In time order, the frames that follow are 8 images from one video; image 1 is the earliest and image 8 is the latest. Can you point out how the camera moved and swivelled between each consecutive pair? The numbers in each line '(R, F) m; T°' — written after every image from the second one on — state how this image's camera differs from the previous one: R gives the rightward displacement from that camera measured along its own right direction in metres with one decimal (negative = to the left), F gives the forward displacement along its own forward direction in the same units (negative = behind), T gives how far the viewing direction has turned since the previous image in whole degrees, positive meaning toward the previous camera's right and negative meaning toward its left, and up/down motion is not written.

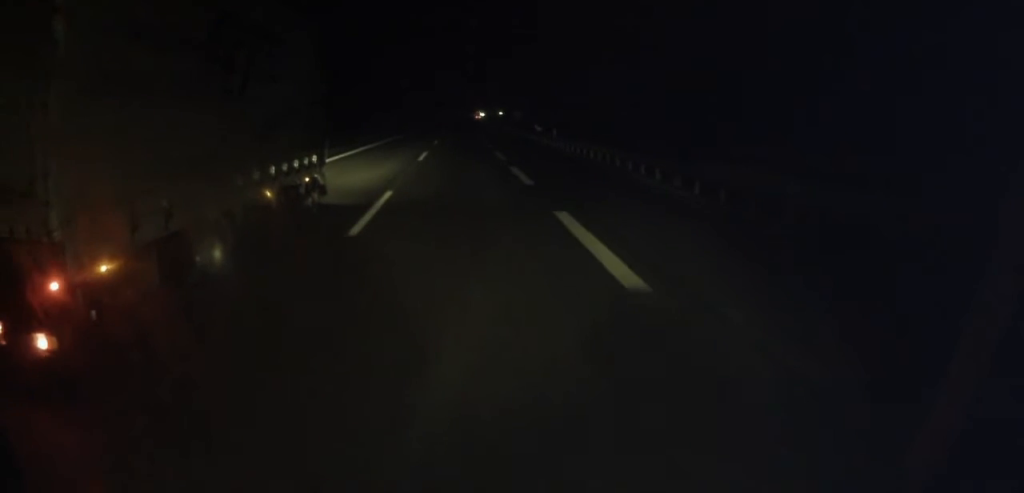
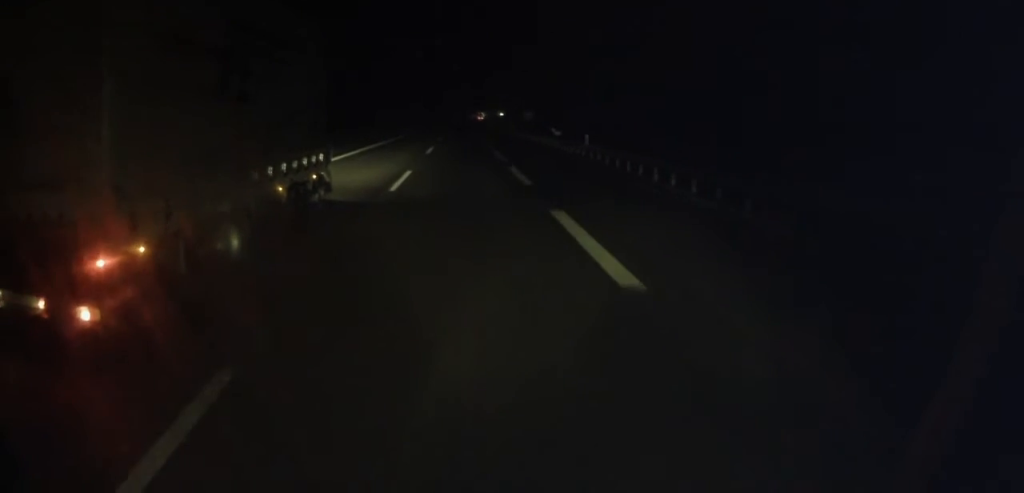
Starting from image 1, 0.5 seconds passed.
(+0.3, +11.7) m; 0°
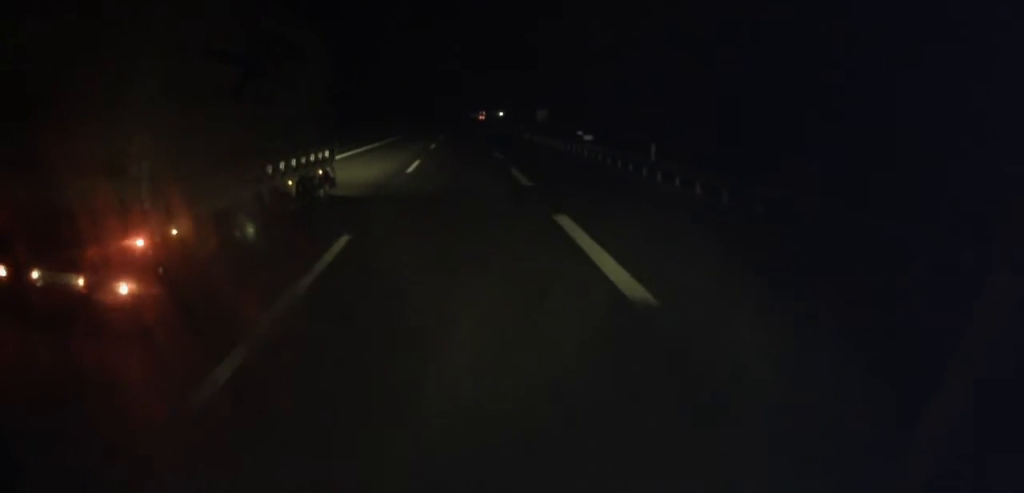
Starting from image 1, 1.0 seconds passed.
(0.0, +12.4) m; 0°
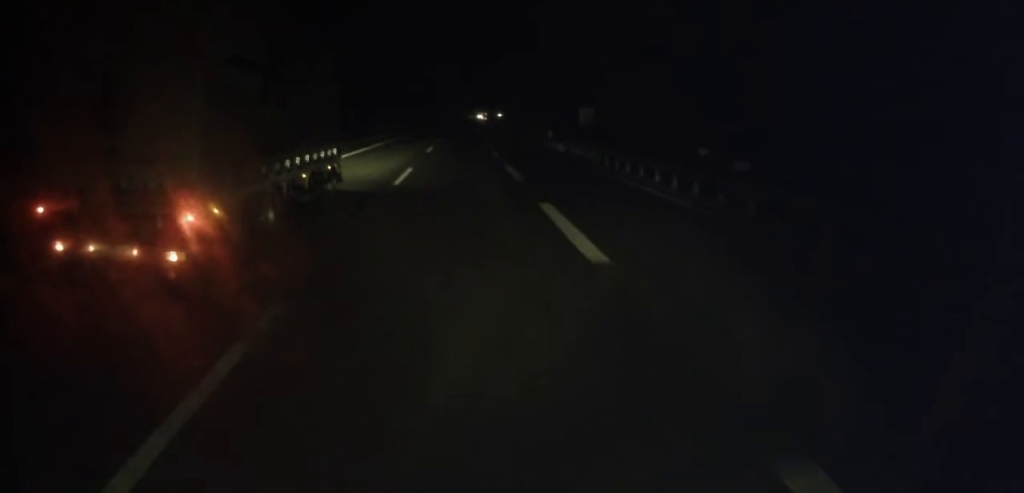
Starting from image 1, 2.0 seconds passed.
(-0.3, +21.7) m; 0°
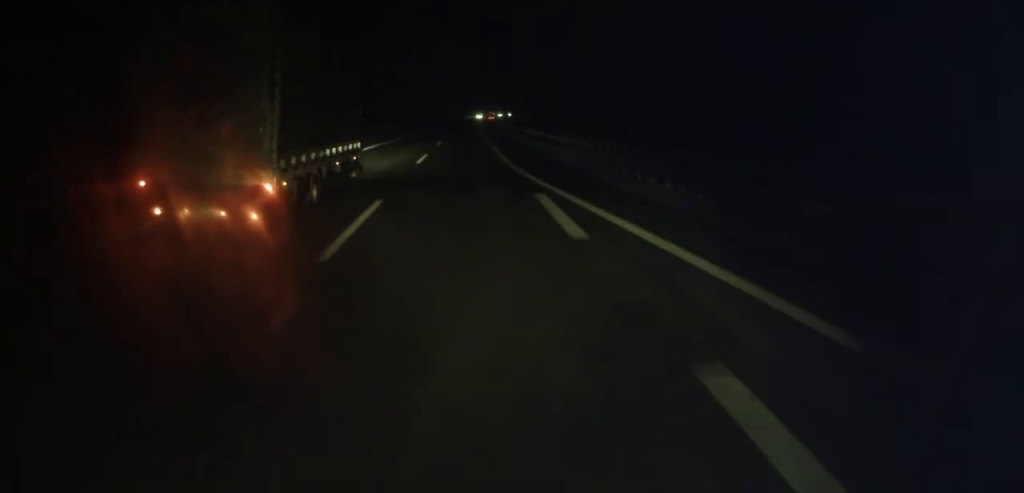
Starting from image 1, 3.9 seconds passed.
(+0.8, +45.7) m; +1°
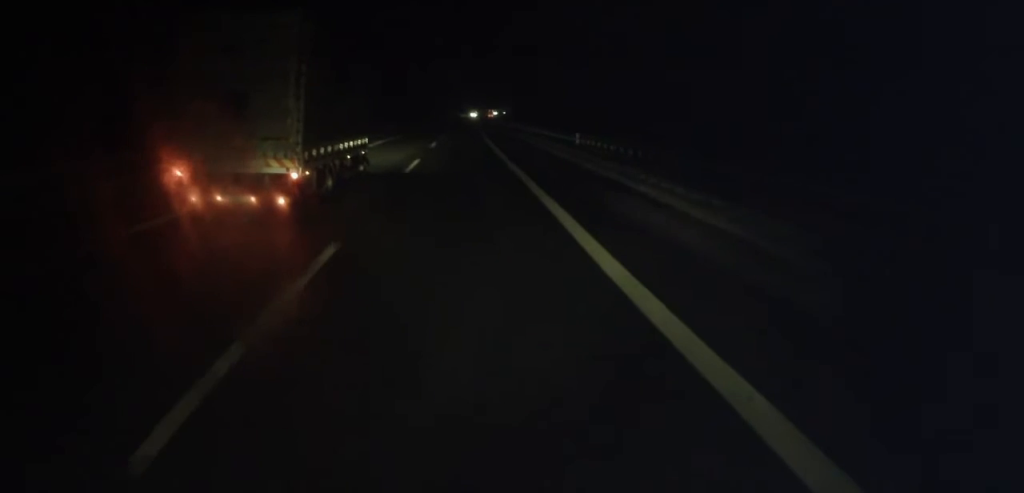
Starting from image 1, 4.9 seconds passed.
(-0.1, +23.2) m; -1°
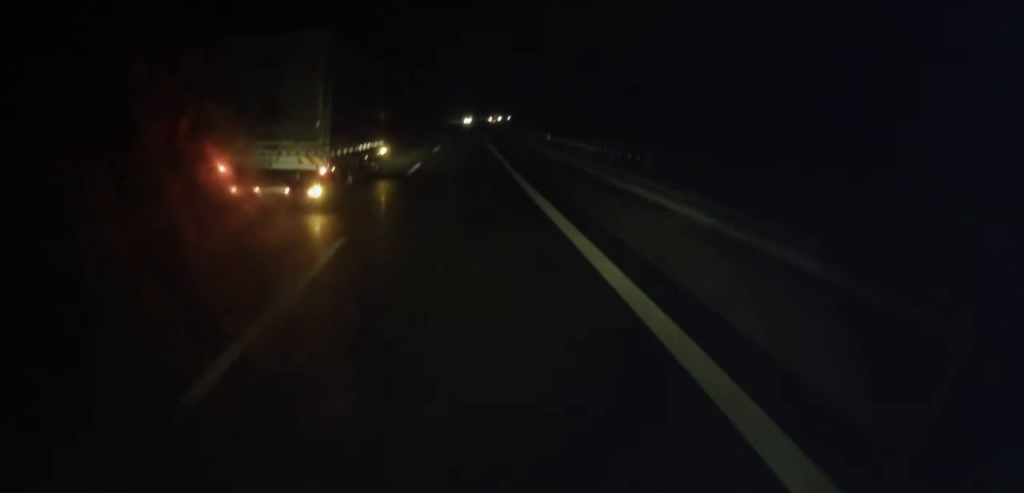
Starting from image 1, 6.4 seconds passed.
(0.0, +35.2) m; 0°
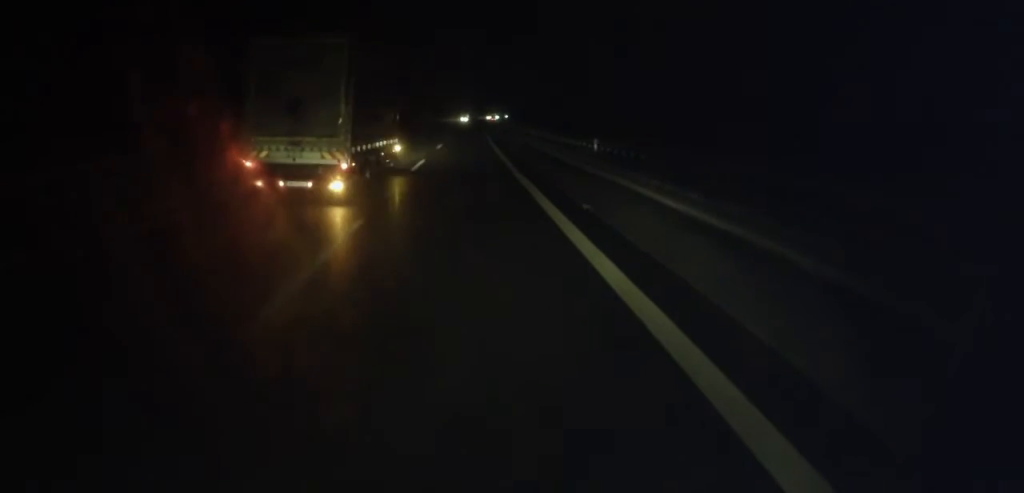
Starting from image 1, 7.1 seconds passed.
(0.0, +16.5) m; 0°
